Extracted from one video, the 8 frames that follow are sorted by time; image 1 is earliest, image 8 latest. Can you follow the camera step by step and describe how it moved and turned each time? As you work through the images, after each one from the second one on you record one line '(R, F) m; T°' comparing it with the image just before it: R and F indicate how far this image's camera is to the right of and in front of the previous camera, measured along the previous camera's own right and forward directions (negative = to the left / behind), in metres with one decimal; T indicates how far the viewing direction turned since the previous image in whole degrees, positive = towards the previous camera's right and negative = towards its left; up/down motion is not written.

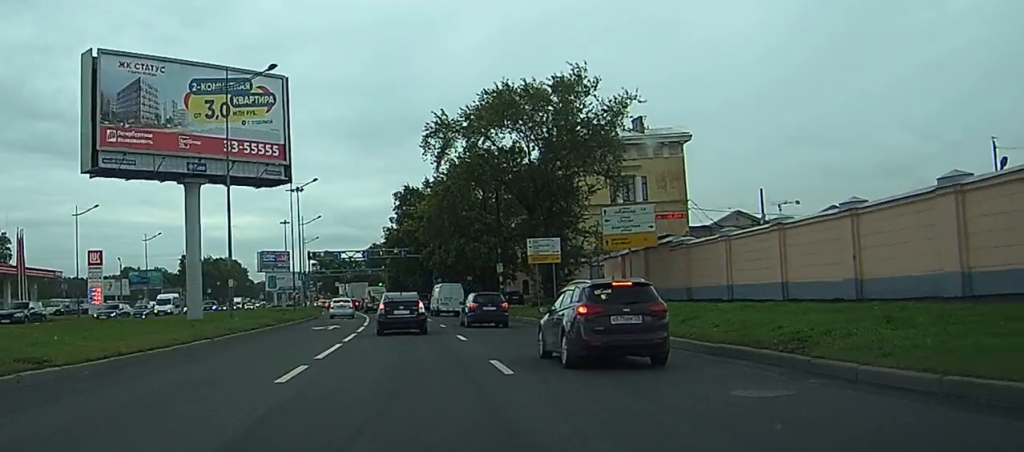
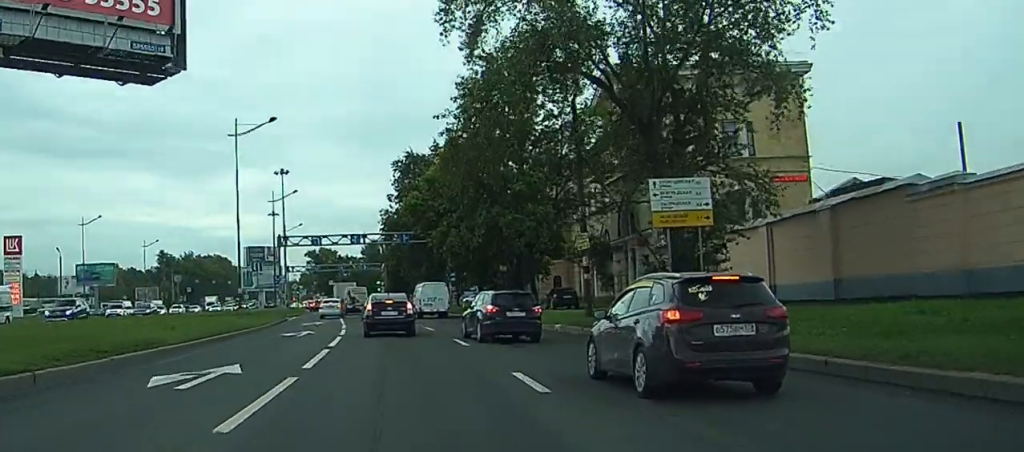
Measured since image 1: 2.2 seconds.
(+2.0, +27.3) m; 0°
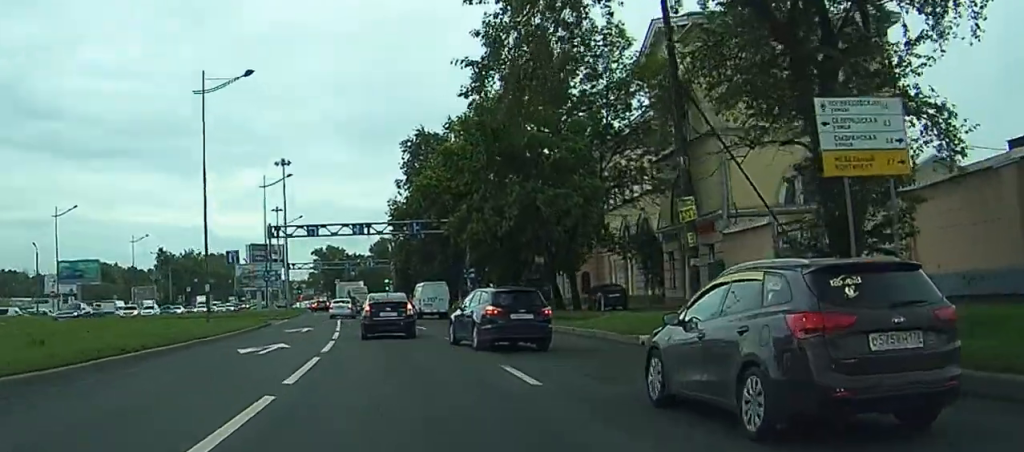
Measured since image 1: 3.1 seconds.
(+0.1, +11.1) m; +3°
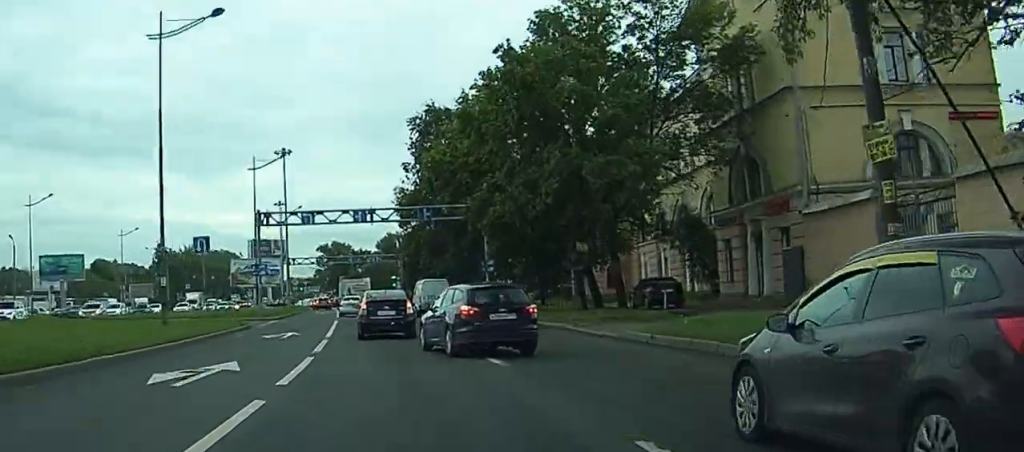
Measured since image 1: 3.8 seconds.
(+0.5, +8.9) m; +1°
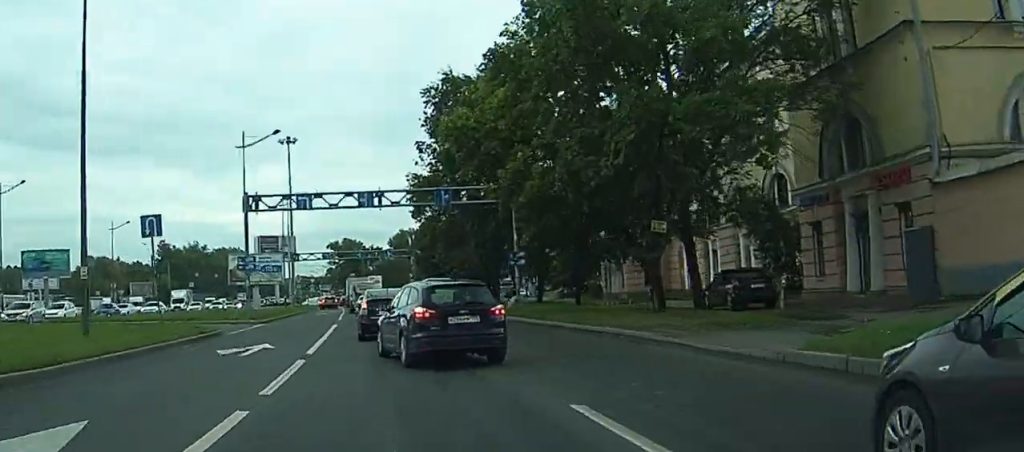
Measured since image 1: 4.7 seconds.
(-0.4, +9.7) m; -2°
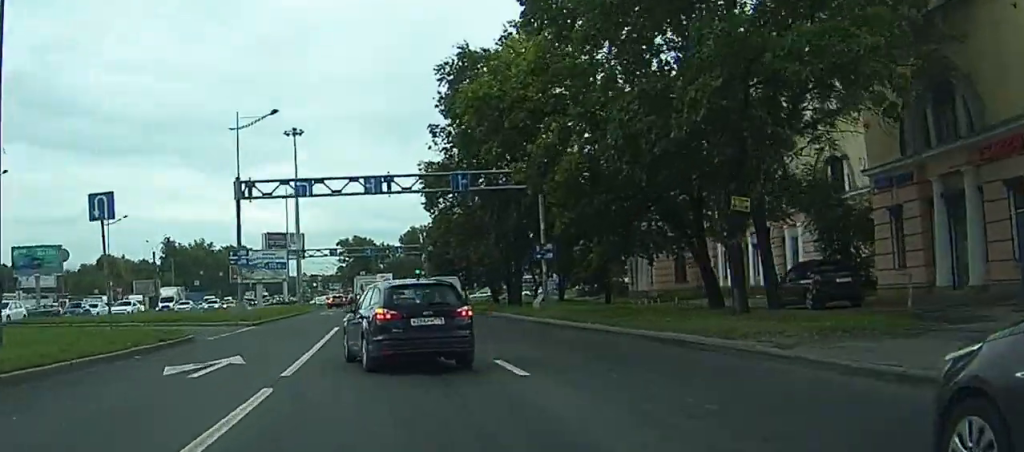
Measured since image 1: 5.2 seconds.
(-0.1, +6.3) m; -1°
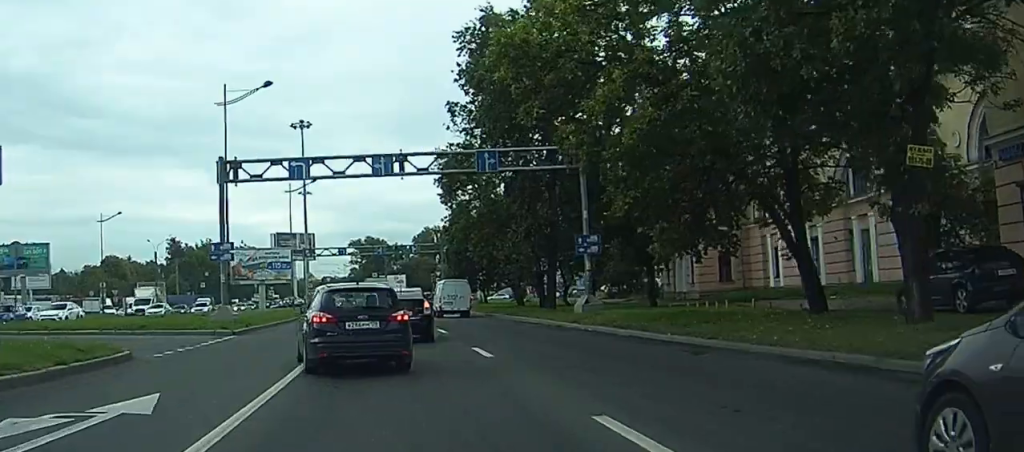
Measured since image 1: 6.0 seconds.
(0.0, +8.3) m; -1°
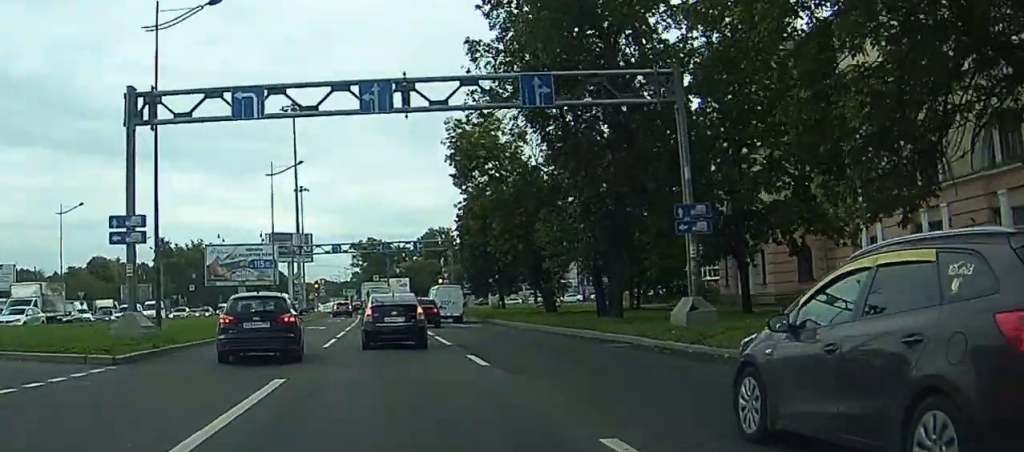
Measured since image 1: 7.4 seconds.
(0.0, +14.4) m; +1°
